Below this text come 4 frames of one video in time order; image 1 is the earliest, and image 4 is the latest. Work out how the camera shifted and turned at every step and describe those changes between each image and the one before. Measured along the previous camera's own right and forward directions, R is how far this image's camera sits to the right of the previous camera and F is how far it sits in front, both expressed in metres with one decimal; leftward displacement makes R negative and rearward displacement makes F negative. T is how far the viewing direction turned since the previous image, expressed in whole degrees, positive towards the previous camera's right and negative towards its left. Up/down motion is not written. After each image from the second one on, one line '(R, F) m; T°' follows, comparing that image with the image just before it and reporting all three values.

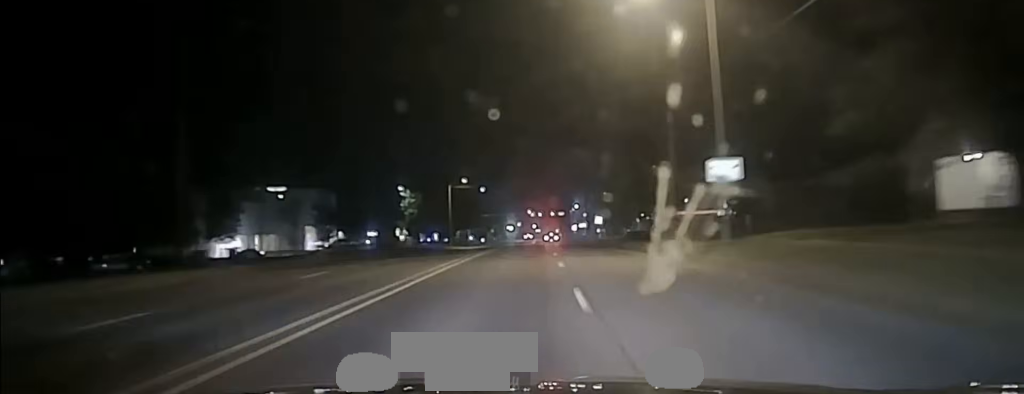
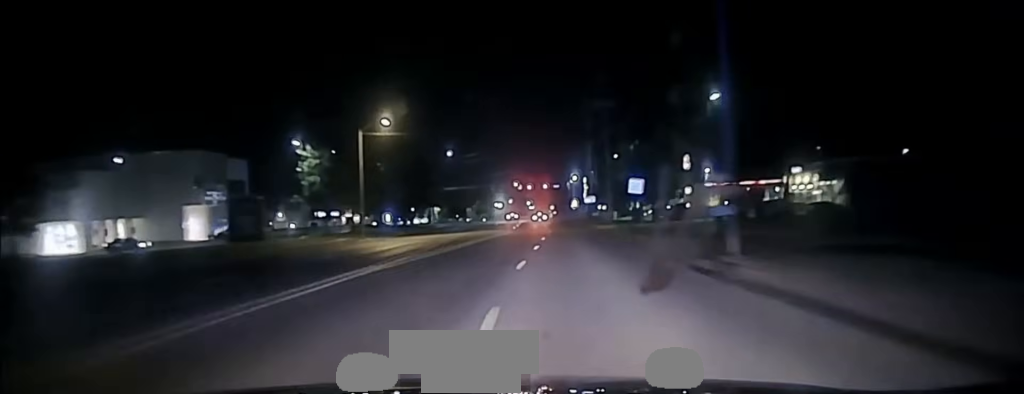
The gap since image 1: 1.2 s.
(+0.1, +53.4) m; 0°
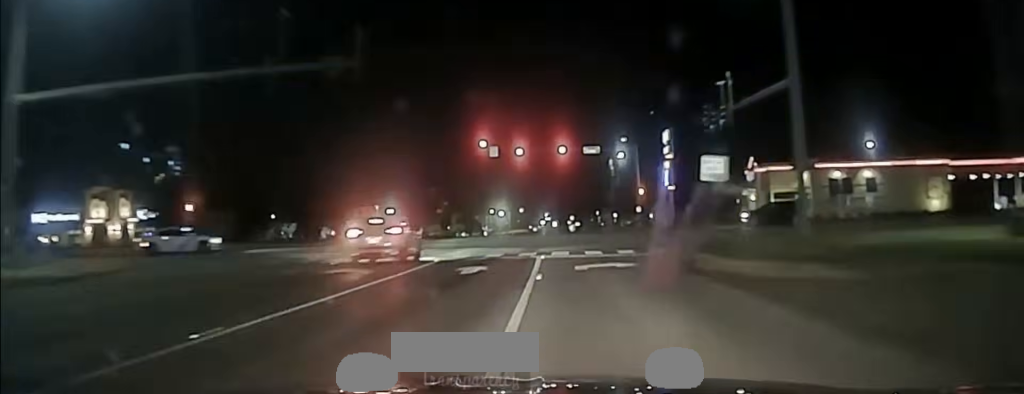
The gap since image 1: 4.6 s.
(-0.3, +126.3) m; -1°
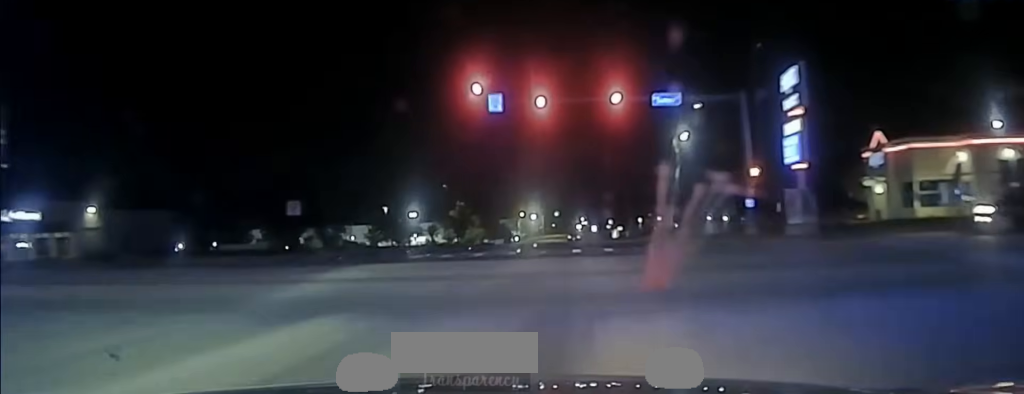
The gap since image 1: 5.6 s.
(-0.2, +30.5) m; -1°
